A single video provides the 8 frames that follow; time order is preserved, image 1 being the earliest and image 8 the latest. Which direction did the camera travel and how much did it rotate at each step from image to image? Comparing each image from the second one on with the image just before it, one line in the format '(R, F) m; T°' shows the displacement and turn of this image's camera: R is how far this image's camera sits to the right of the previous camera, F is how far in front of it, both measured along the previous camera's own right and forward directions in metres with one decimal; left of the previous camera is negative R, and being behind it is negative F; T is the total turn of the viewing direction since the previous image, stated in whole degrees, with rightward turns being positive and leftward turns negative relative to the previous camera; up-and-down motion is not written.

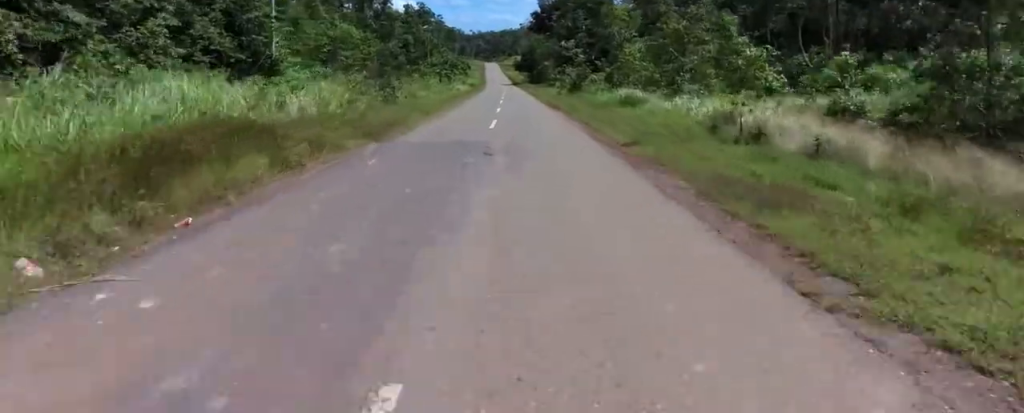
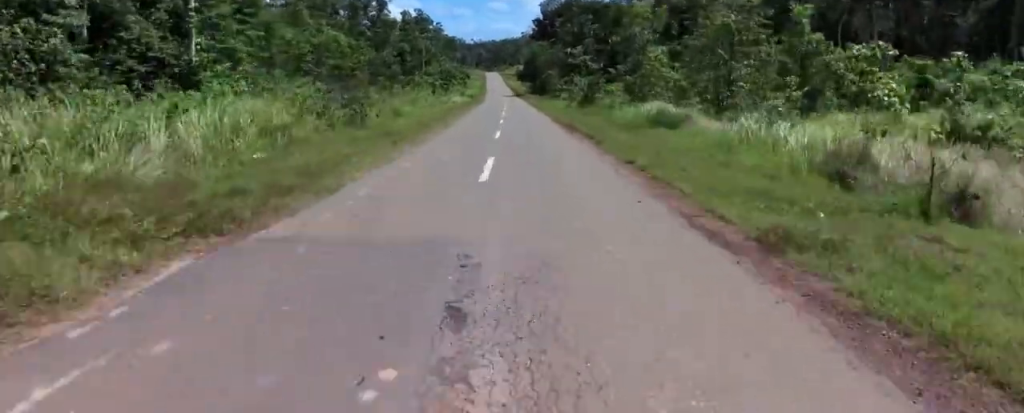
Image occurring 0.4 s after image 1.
(+0.3, +6.5) m; +1°
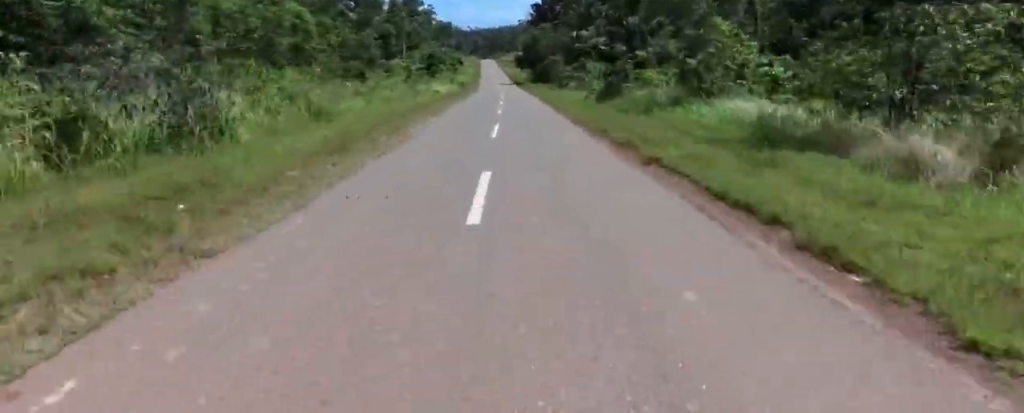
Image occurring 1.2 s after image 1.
(-0.1, +11.7) m; -1°
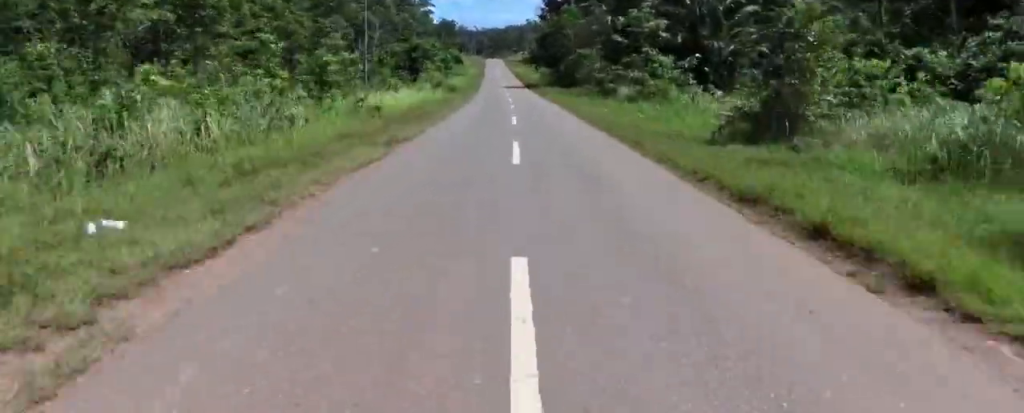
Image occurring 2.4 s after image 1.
(-0.2, +19.6) m; -1°
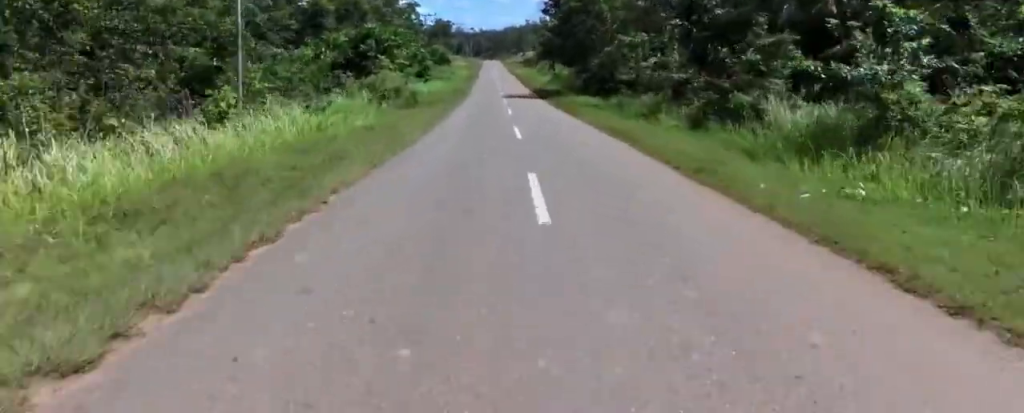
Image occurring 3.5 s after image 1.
(0.0, +19.4) m; 0°
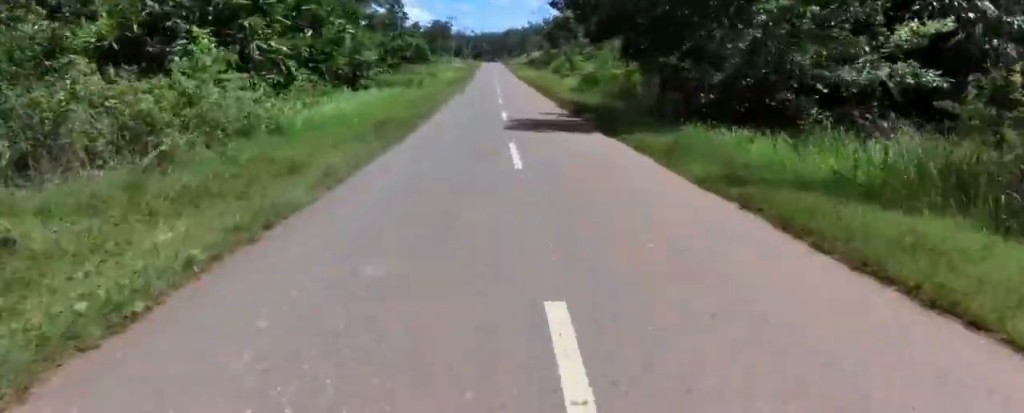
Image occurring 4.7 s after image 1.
(0.0, +20.9) m; 0°
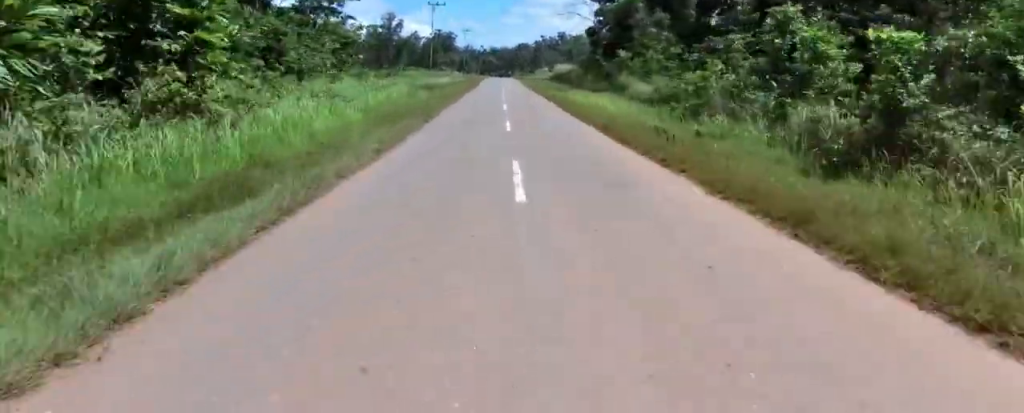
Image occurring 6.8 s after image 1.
(-0.5, +42.6) m; -1°
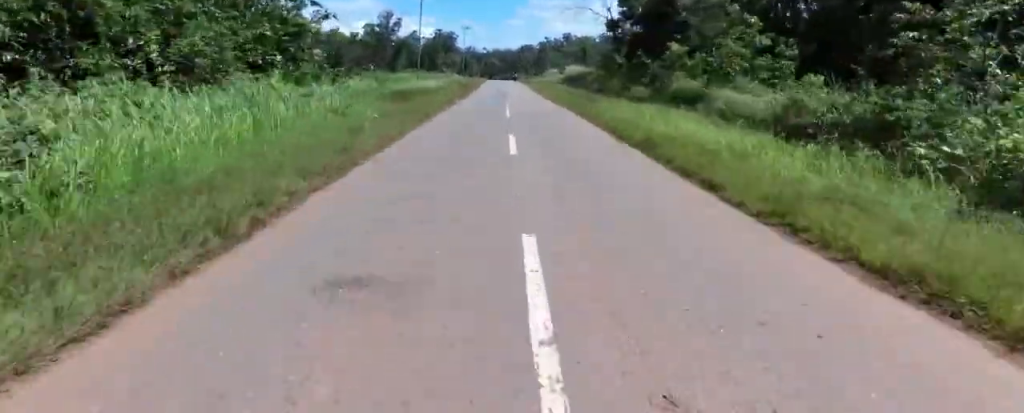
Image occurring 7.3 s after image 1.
(0.0, +11.9) m; 0°
